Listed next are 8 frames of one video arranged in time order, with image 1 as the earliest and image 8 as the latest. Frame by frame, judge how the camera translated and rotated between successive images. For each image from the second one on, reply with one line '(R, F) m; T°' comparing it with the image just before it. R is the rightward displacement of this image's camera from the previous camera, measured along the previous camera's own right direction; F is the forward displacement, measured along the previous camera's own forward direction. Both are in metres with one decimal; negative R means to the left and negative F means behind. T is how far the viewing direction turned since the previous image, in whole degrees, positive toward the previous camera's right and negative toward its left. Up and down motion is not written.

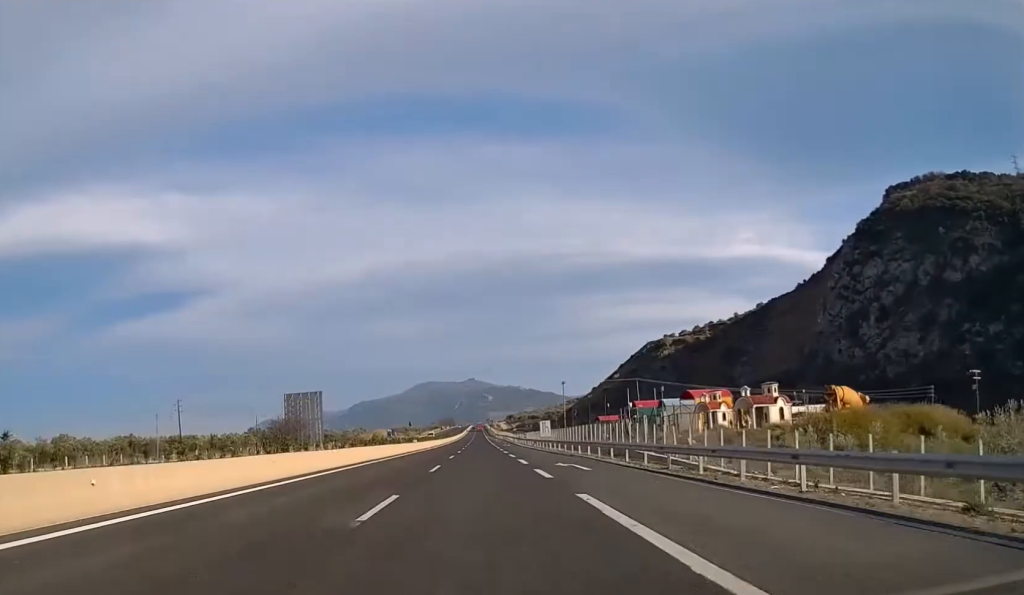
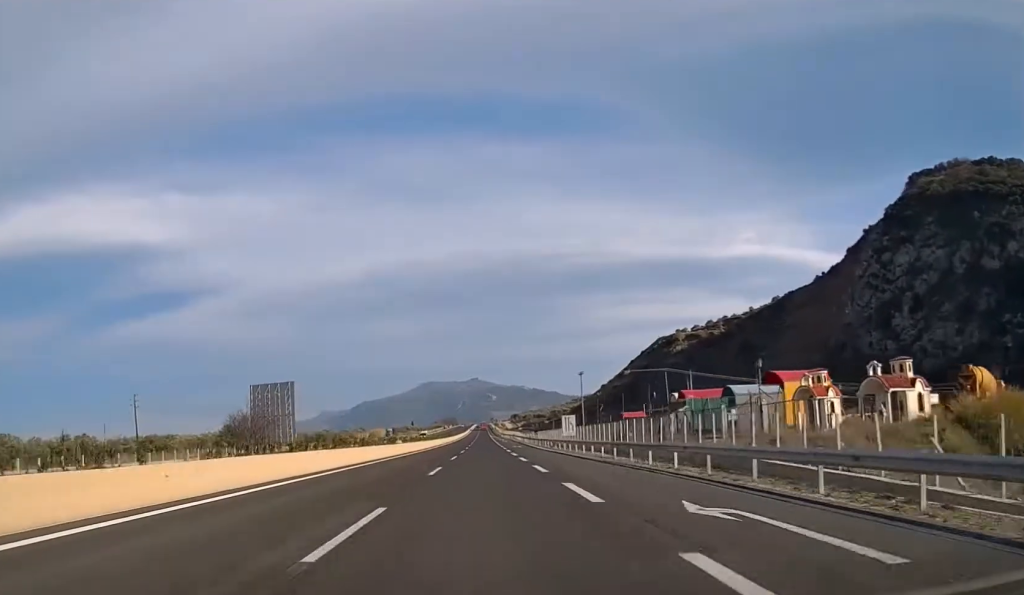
(-0.1, +20.4) m; 0°
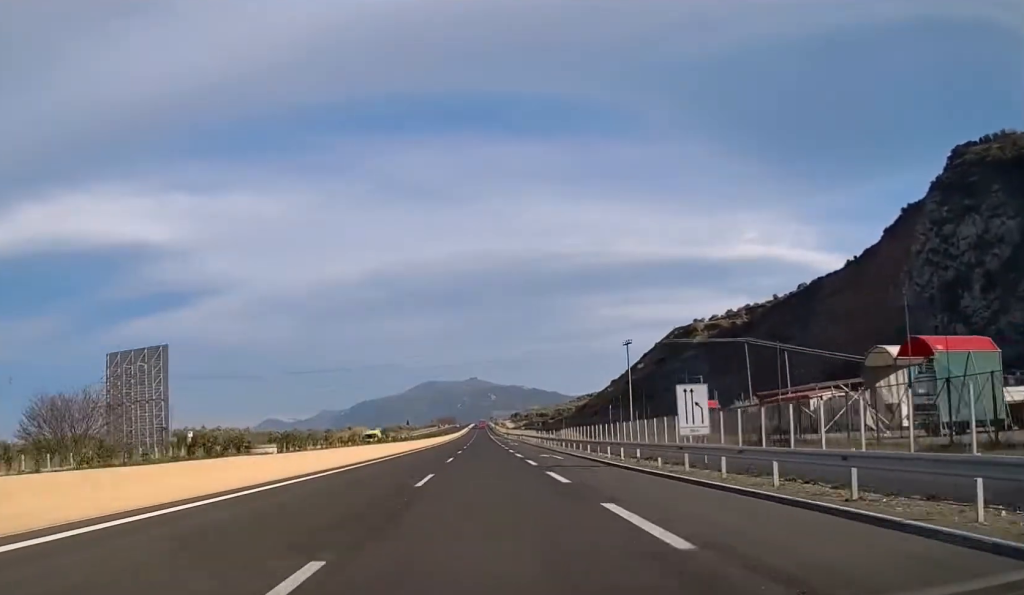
(0.0, +42.0) m; 0°
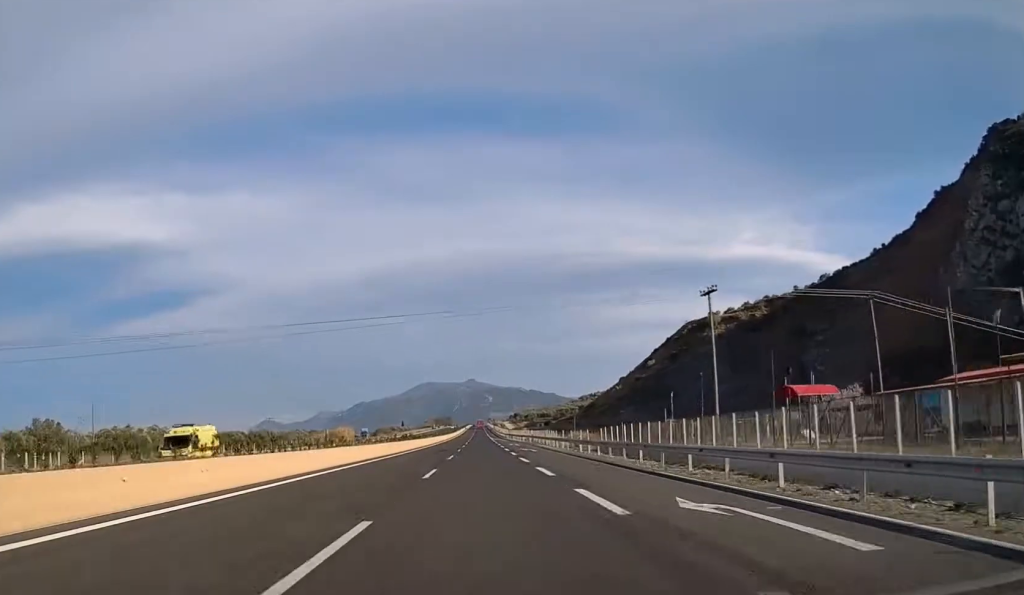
(-0.1, +31.7) m; 0°
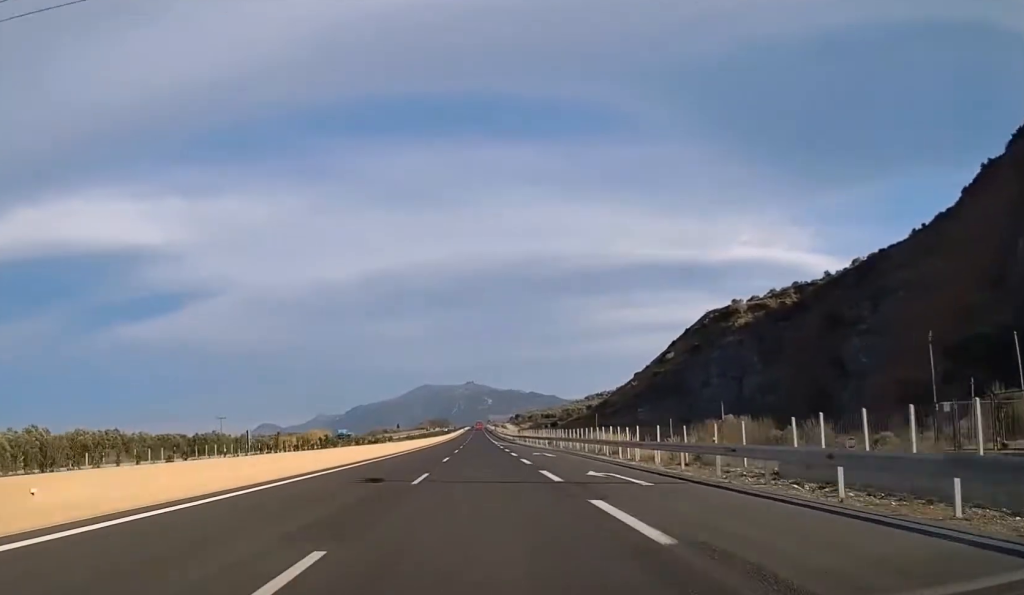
(-0.1, +39.5) m; 0°
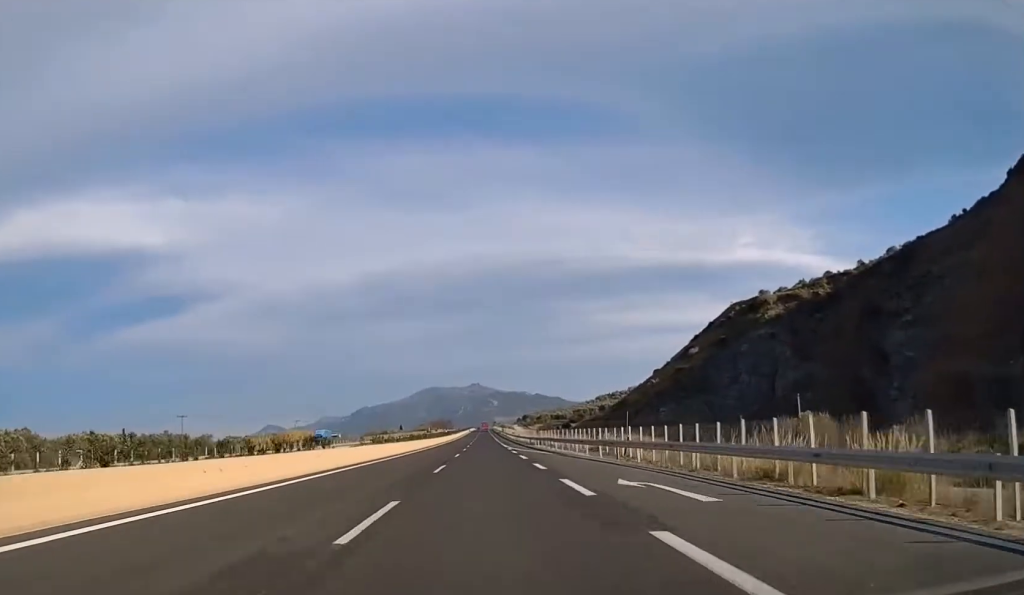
(+0.1, +28.1) m; 0°
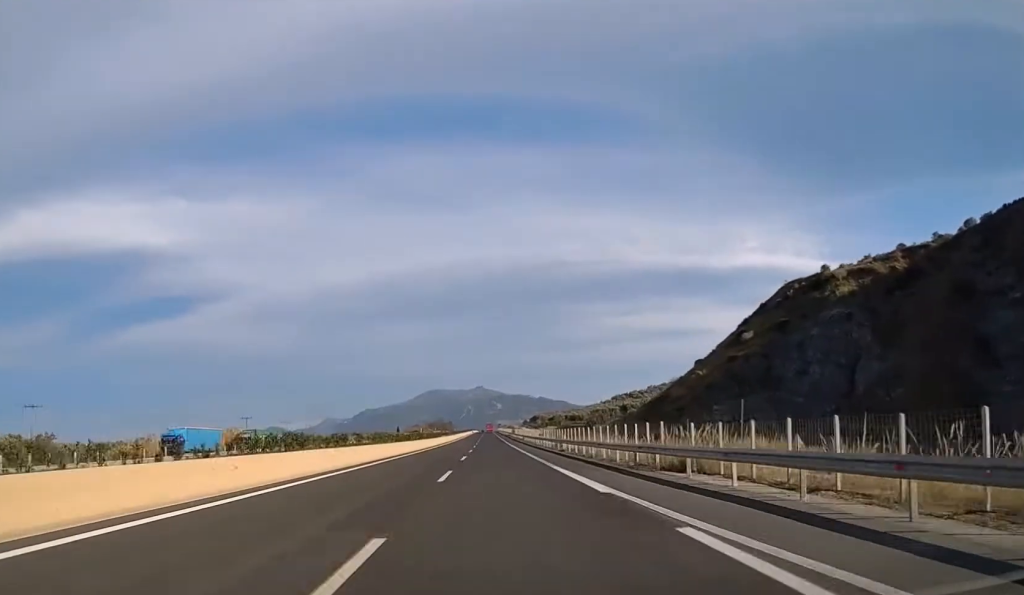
(0.0, +60.0) m; 0°
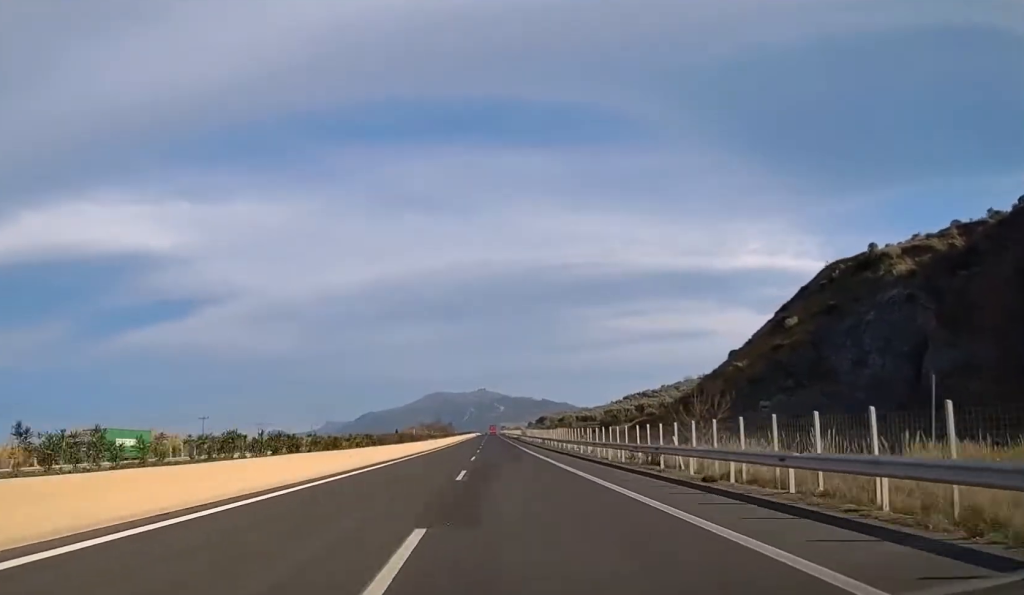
(-0.1, +35.5) m; 0°
